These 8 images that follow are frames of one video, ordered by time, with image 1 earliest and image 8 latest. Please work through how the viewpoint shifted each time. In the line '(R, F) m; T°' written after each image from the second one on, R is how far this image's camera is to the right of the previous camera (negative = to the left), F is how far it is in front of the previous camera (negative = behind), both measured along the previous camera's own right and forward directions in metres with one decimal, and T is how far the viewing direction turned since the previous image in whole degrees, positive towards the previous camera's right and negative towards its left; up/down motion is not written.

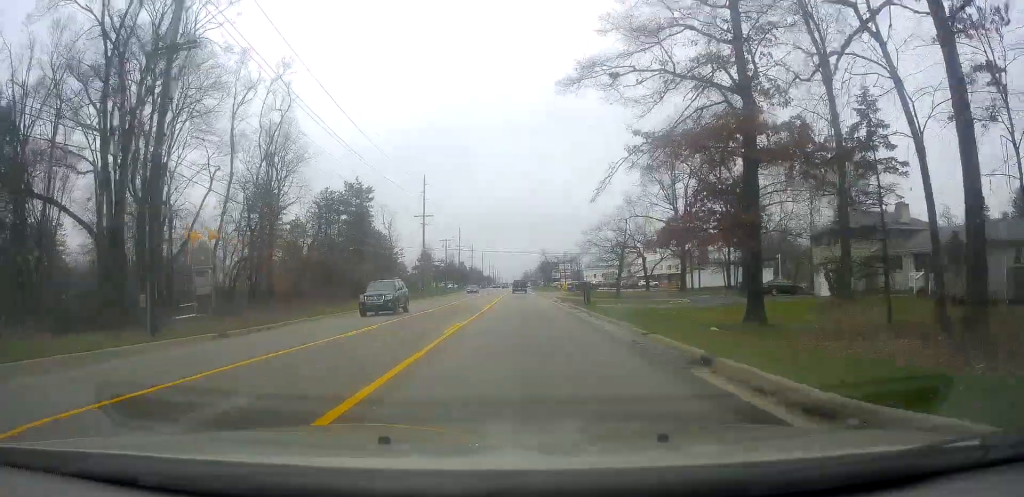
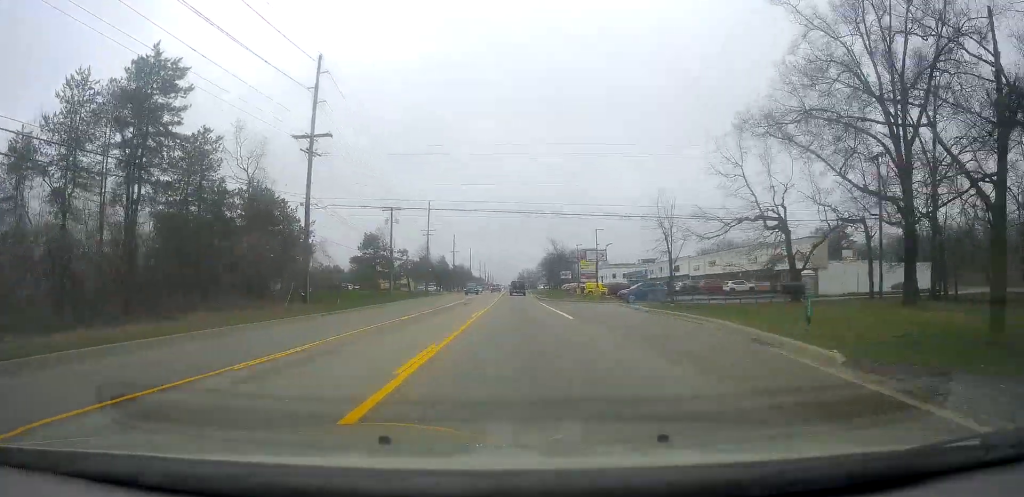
(+0.4, +52.2) m; +2°
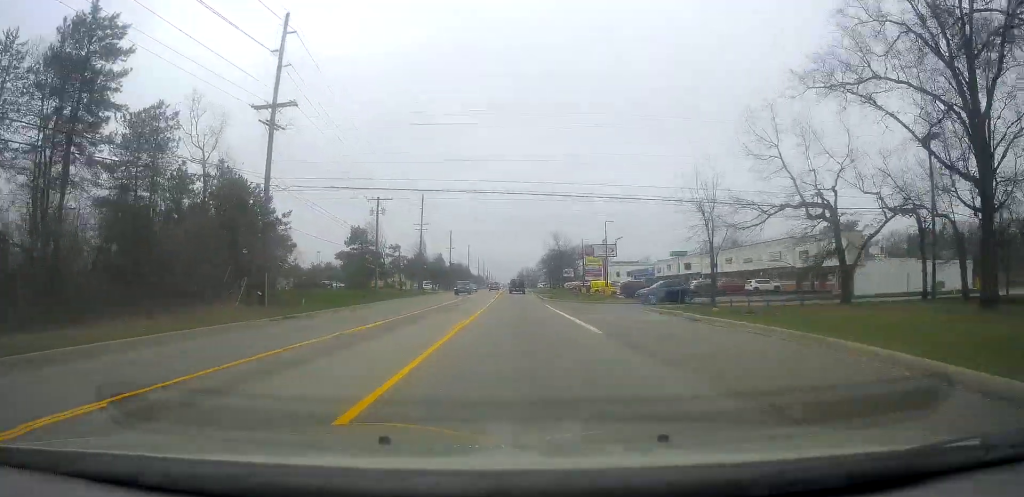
(+0.1, +7.4) m; +1°
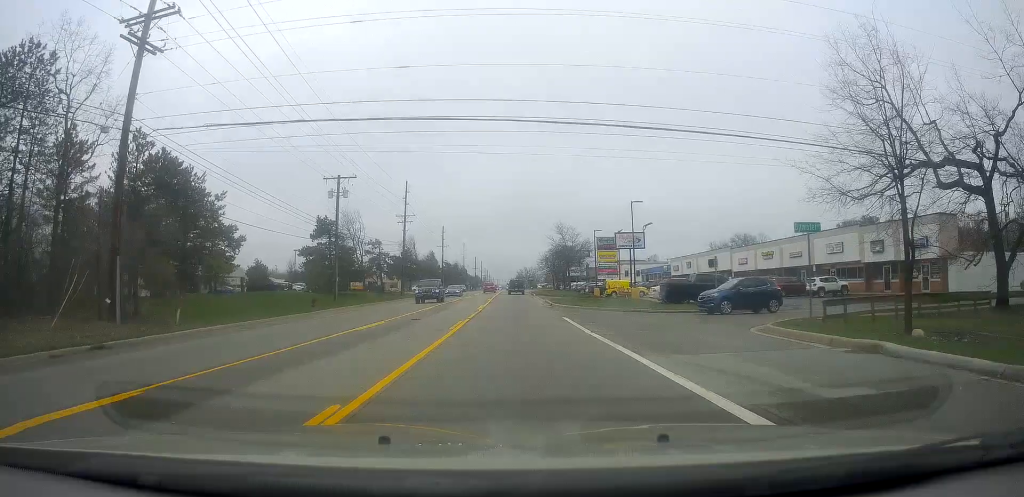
(0.0, +14.7) m; 0°
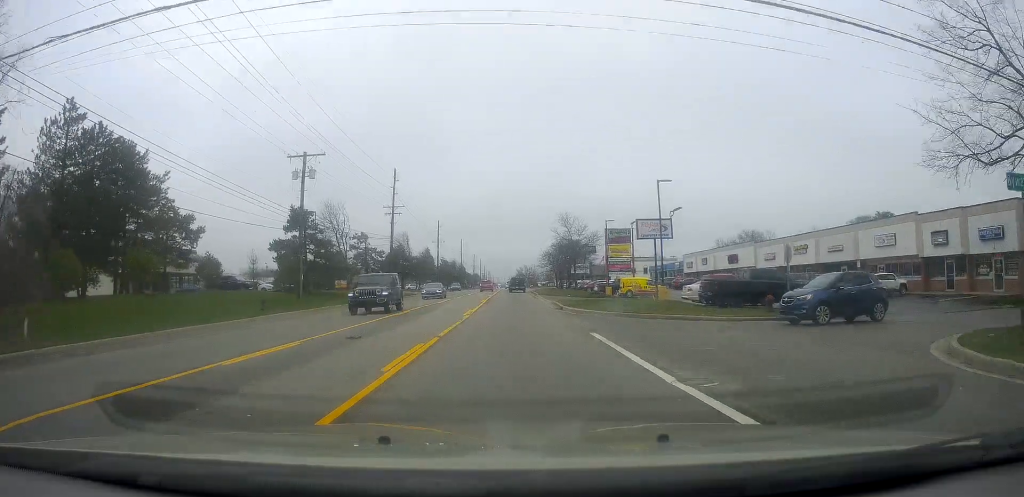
(0.0, +8.8) m; 0°
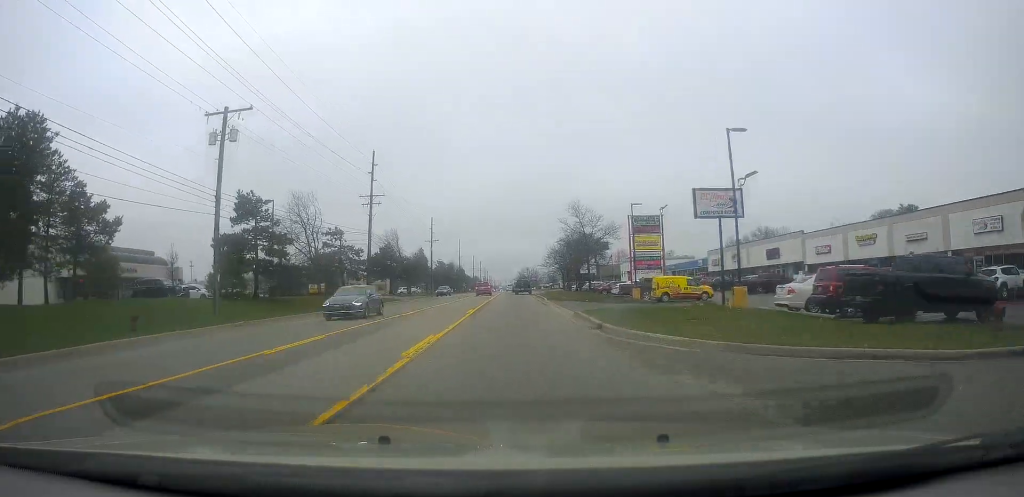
(0.0, +13.1) m; -1°
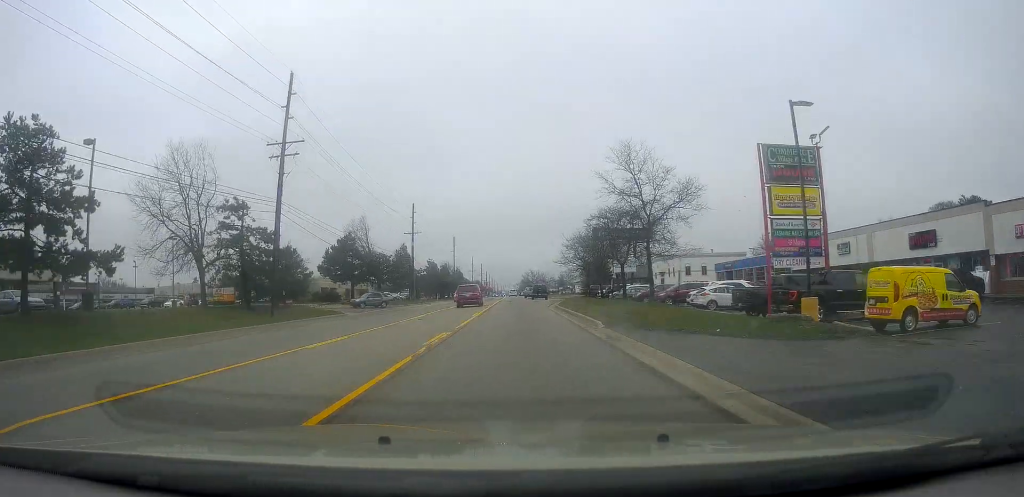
(-0.5, +27.6) m; -1°
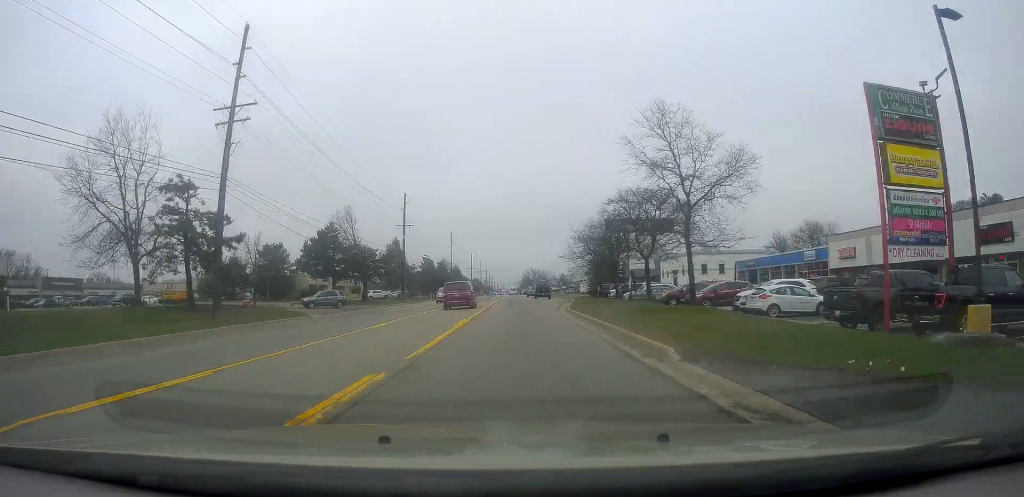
(+0.2, +8.1) m; -1°
